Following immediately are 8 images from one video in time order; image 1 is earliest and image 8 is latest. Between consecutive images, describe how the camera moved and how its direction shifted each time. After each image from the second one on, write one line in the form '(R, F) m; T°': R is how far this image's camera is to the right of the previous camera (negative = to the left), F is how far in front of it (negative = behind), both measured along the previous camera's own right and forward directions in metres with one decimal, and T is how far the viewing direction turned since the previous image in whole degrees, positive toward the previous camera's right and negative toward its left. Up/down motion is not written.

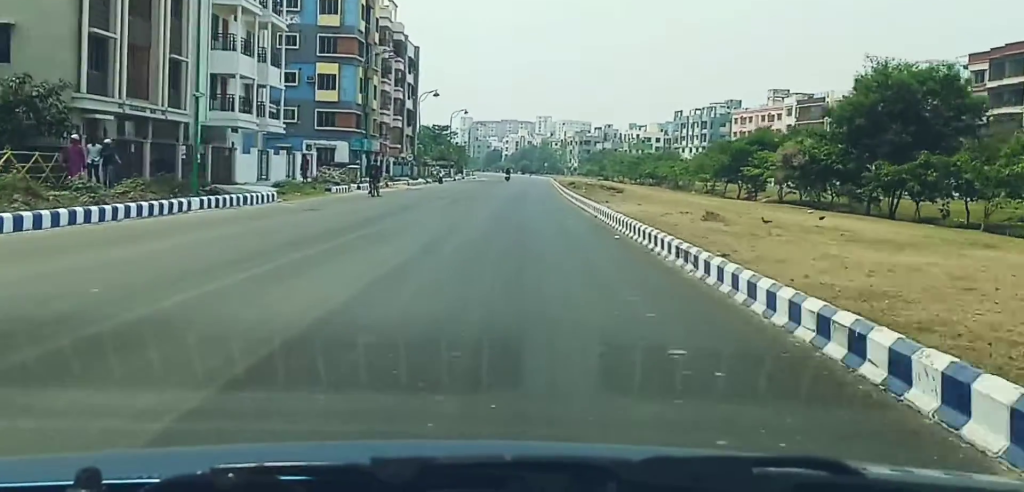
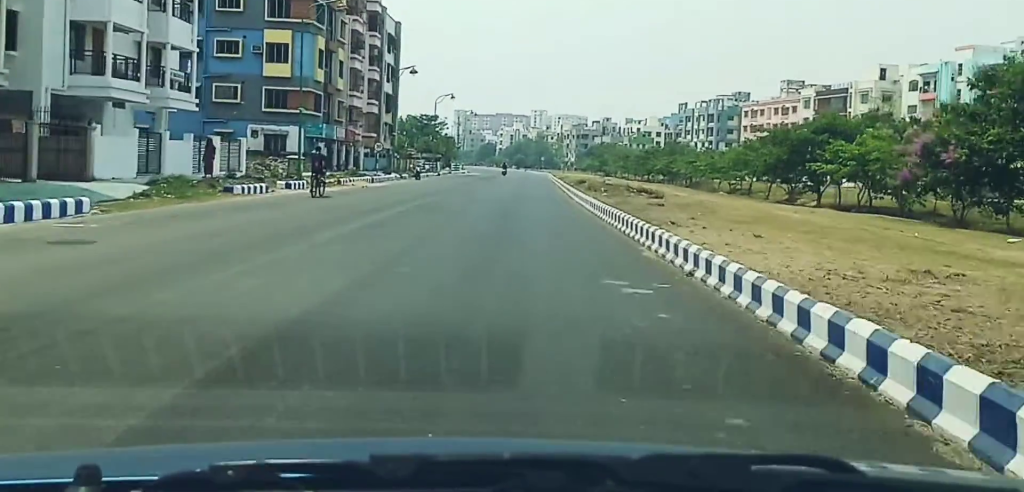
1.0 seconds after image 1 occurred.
(-0.2, +14.6) m; -1°
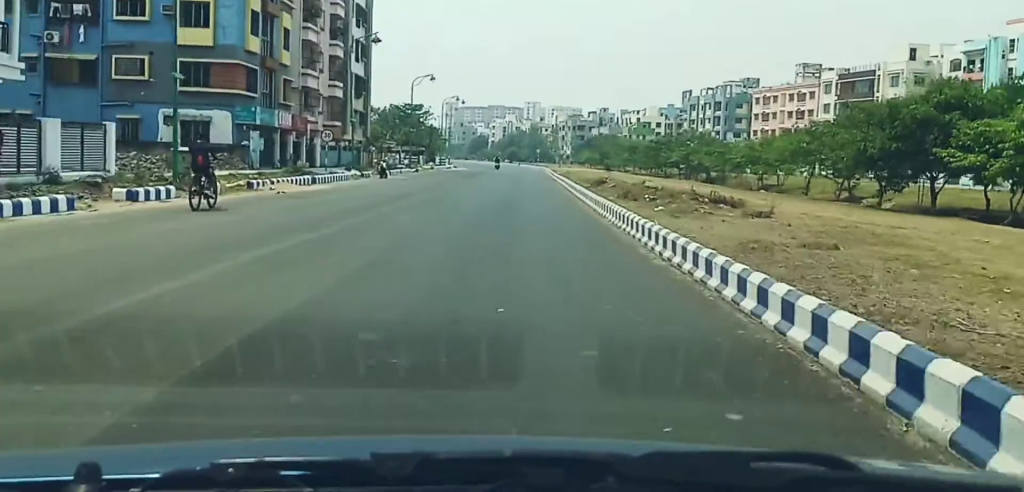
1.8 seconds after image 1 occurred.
(-0.1, +15.4) m; 0°
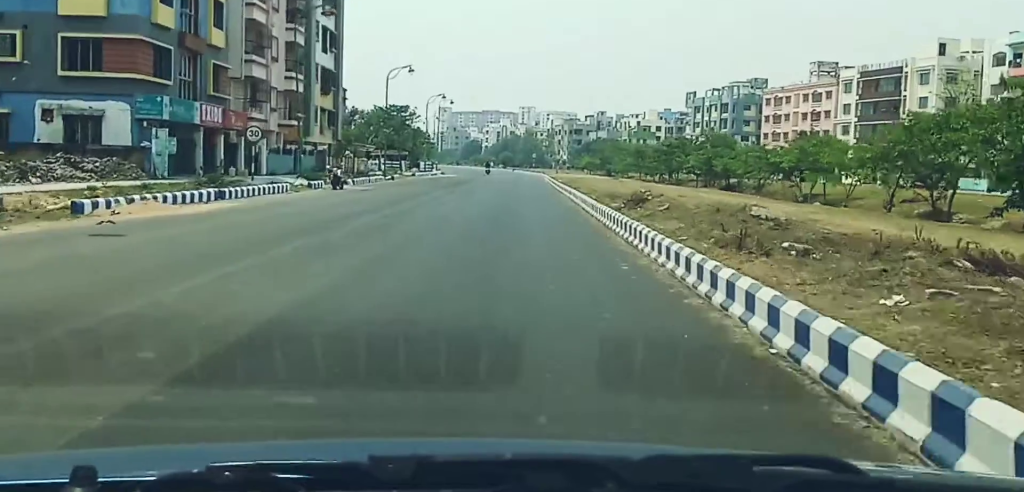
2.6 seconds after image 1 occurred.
(0.0, +13.1) m; 0°
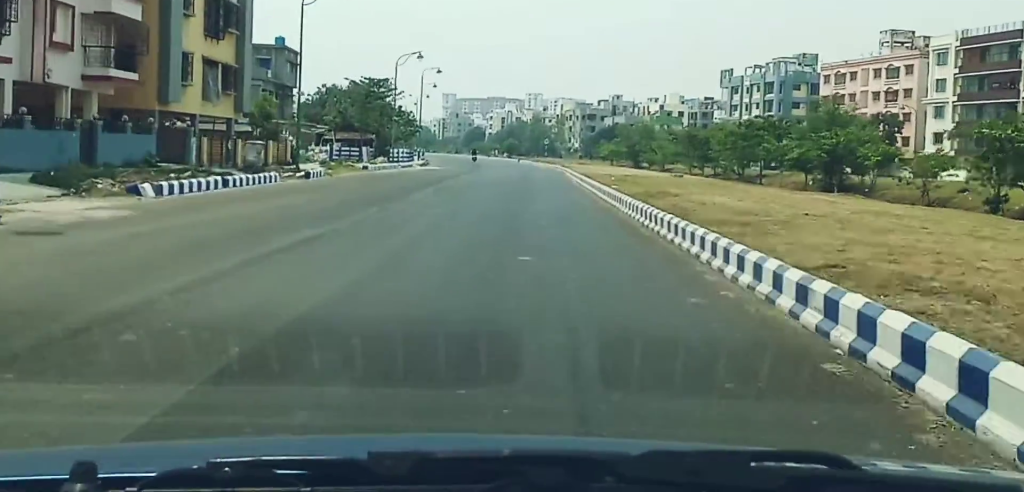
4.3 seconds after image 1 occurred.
(-0.3, +27.9) m; -2°
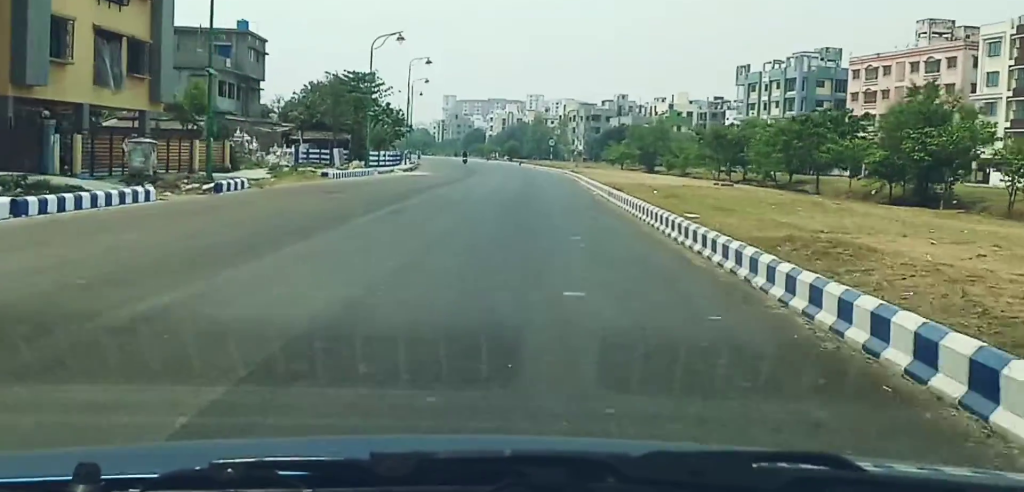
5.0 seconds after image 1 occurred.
(-0.1, +10.6) m; 0°
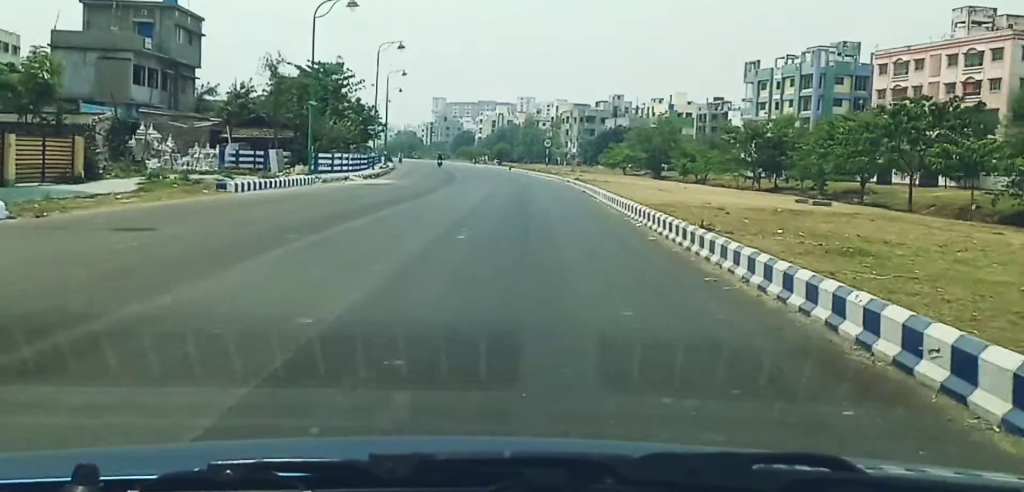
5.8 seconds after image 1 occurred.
(0.0, +12.0) m; +1°
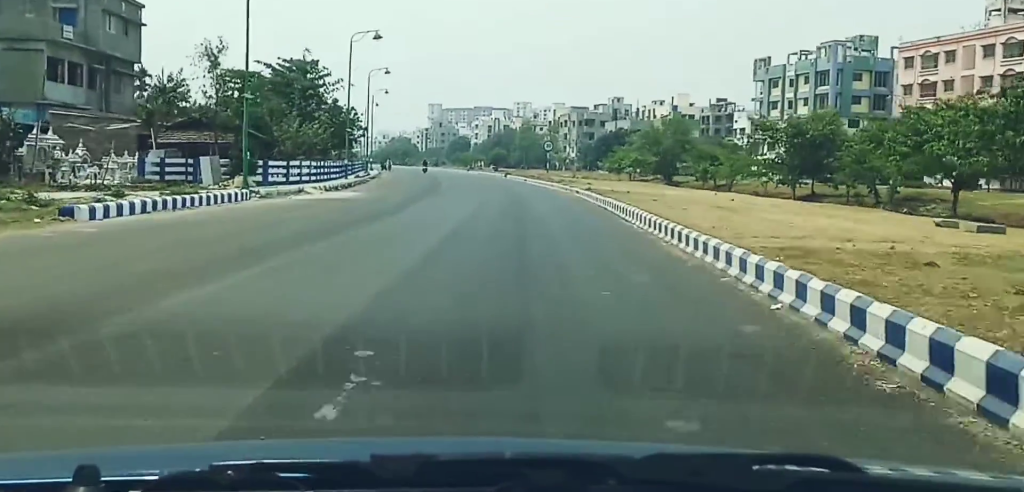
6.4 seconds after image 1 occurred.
(+0.2, +8.9) m; +1°
